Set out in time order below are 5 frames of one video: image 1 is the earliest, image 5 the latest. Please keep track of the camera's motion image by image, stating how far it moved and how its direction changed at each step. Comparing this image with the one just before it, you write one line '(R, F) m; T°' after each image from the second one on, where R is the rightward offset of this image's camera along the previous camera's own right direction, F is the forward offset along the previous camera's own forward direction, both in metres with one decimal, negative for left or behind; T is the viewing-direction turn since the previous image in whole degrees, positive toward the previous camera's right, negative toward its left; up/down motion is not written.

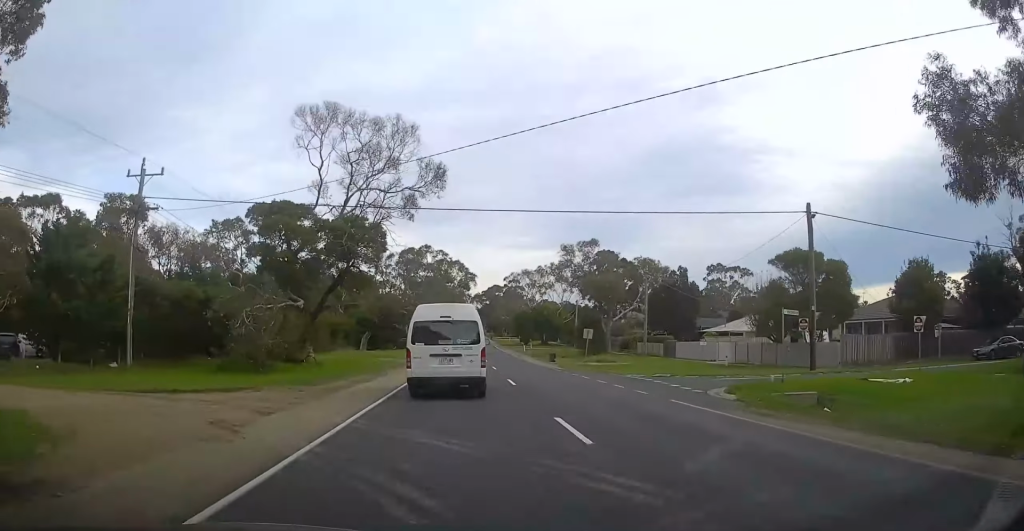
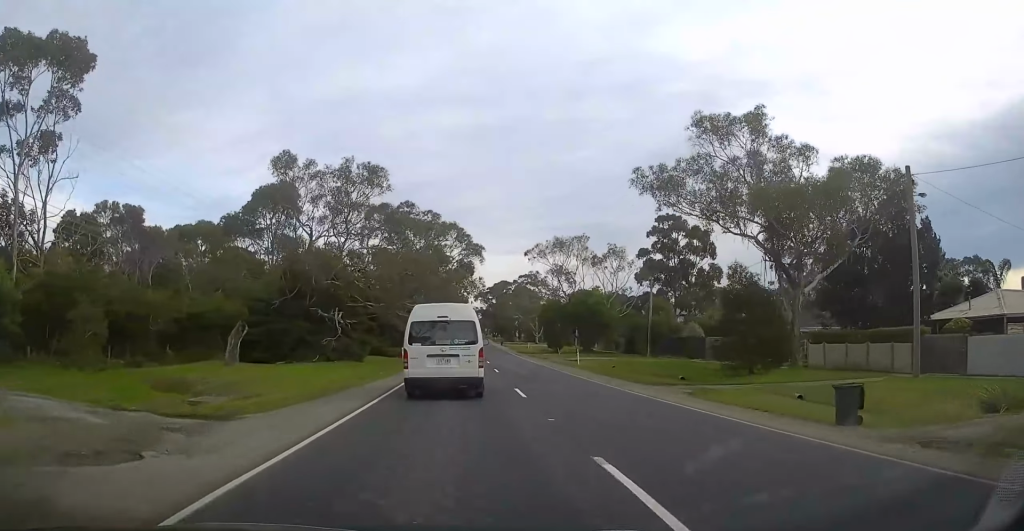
(+0.2, +42.6) m; +1°
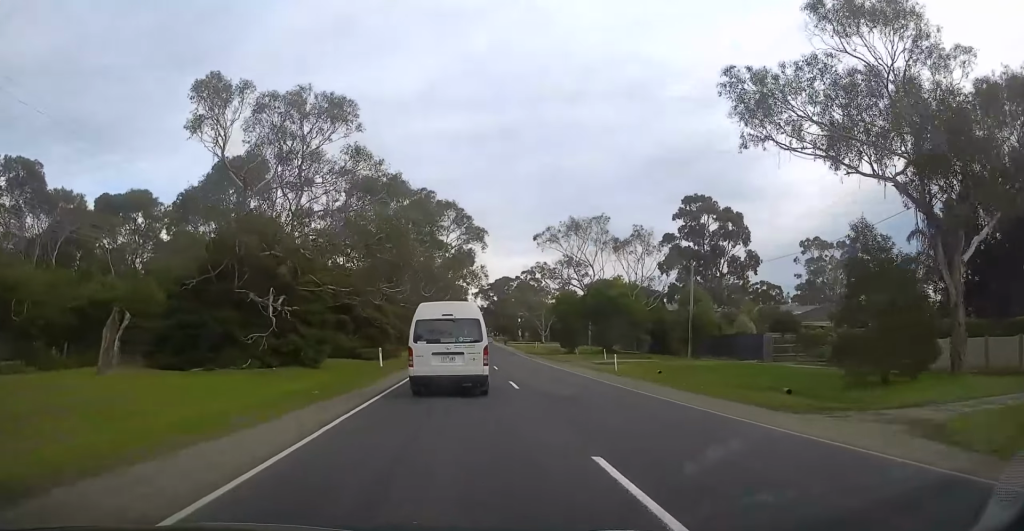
(0.0, +12.1) m; 0°
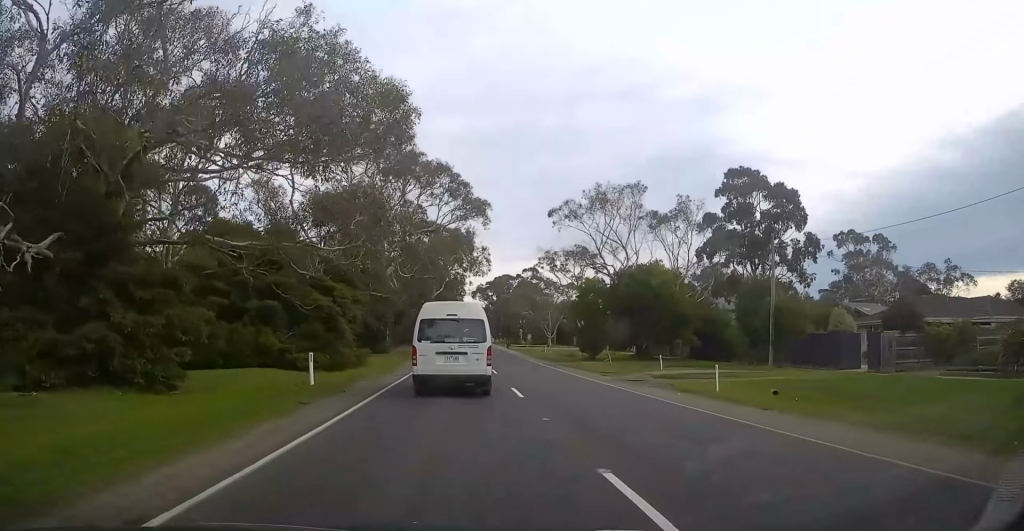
(0.0, +15.1) m; -1°
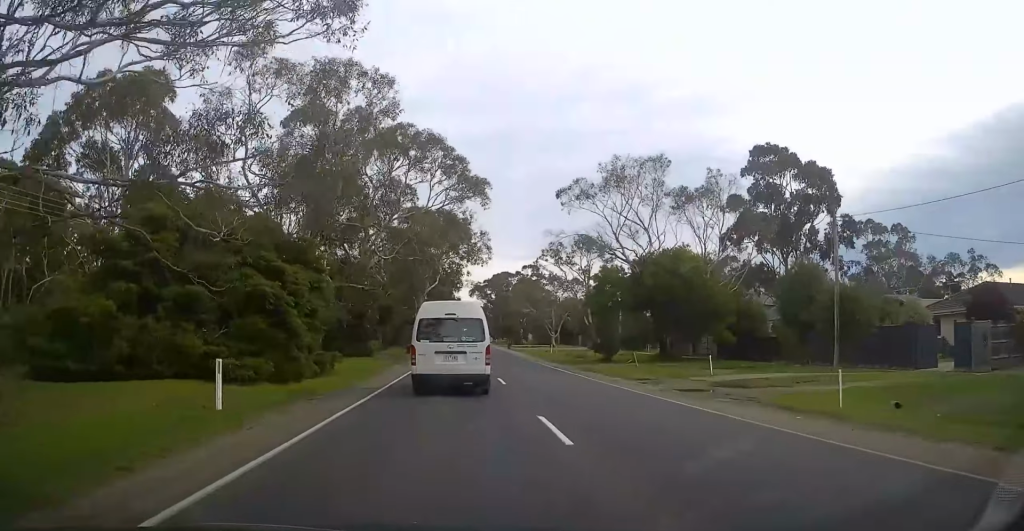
(+0.1, +7.4) m; -1°
